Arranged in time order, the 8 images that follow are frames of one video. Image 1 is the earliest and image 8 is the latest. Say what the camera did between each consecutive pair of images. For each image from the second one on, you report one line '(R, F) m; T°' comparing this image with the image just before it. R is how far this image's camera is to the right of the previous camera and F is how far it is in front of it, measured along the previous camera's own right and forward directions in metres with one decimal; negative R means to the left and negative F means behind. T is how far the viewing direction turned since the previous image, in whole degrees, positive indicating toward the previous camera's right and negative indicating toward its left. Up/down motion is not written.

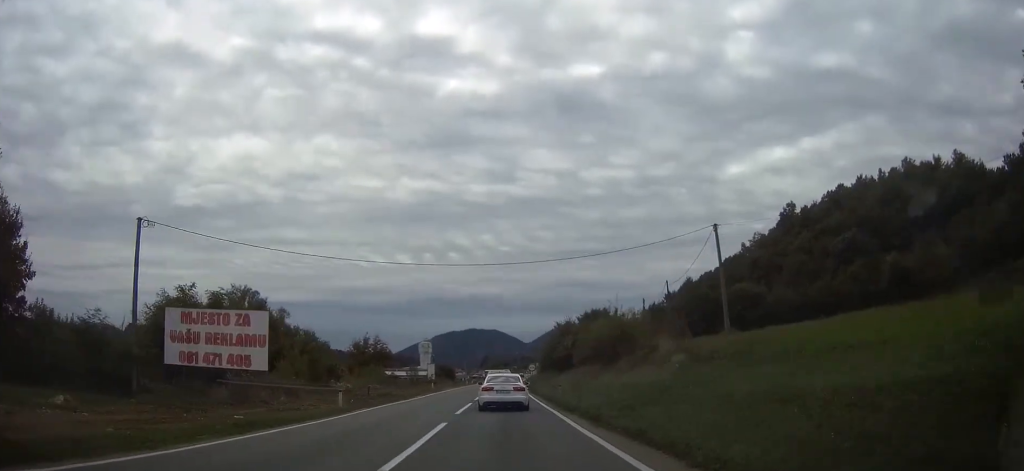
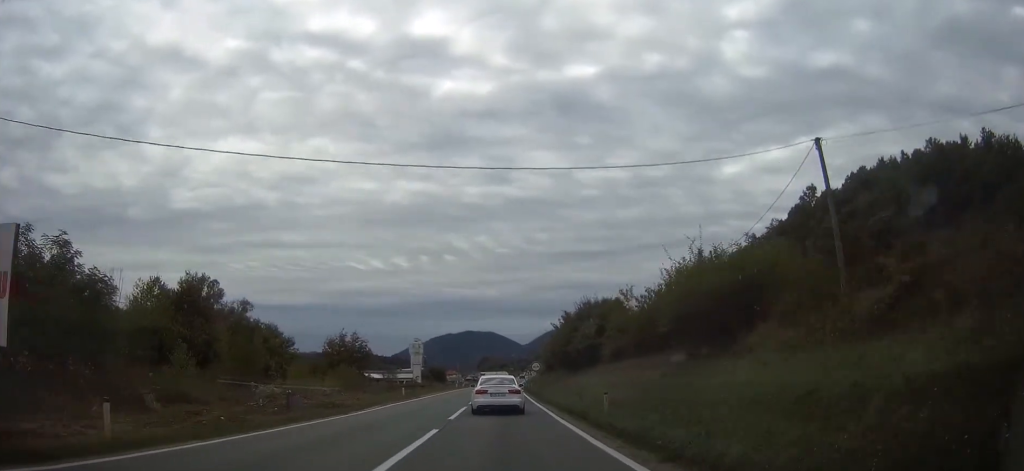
(0.0, +17.0) m; 0°
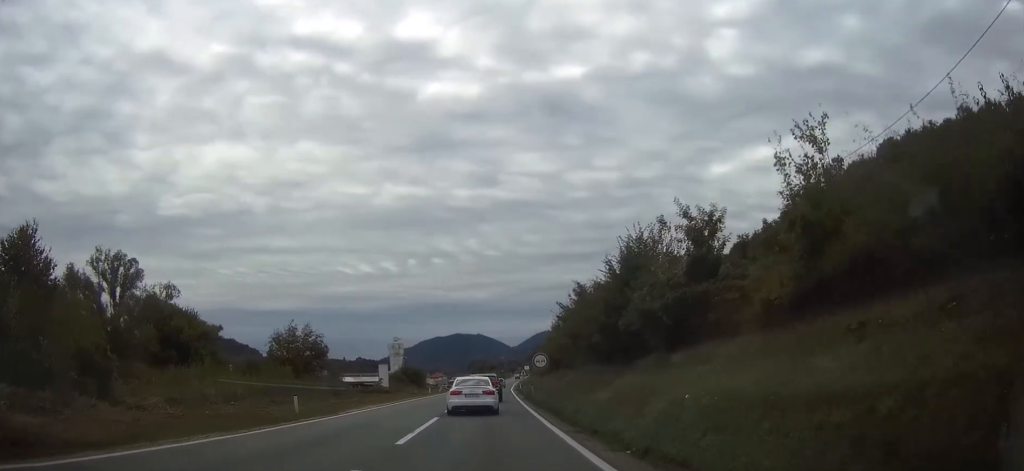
(0.0, +22.8) m; 0°
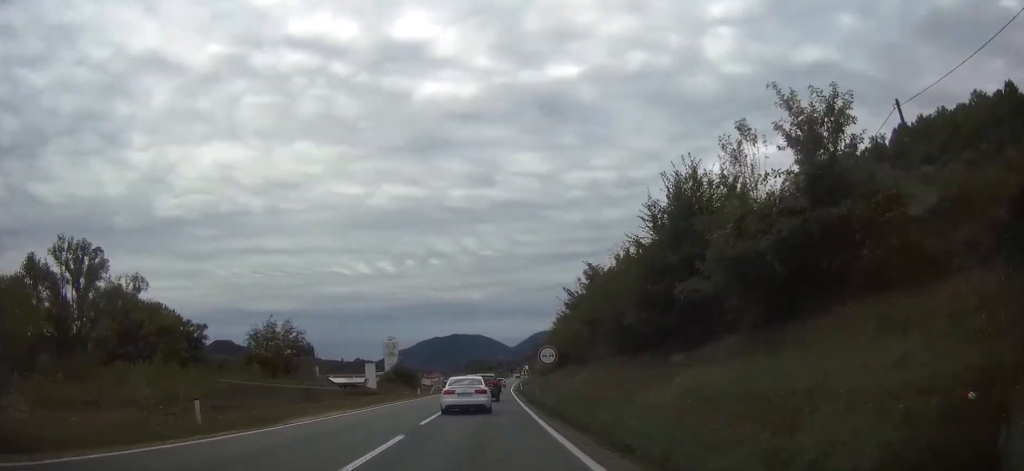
(0.0, +8.0) m; 0°
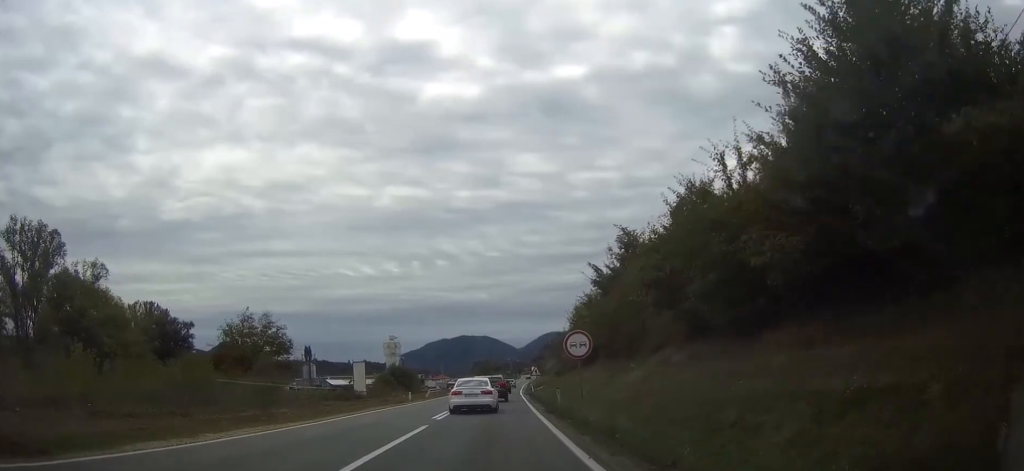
(+0.1, +10.5) m; 0°
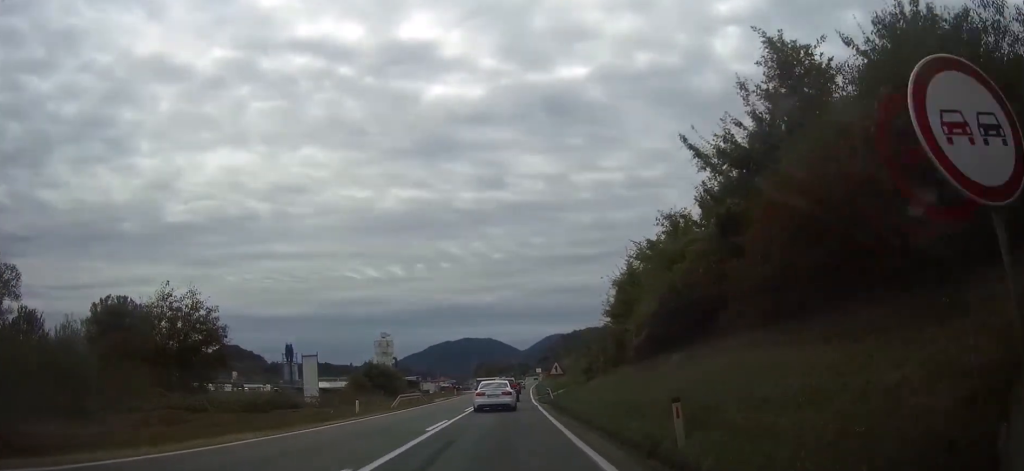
(-0.2, +19.8) m; 0°
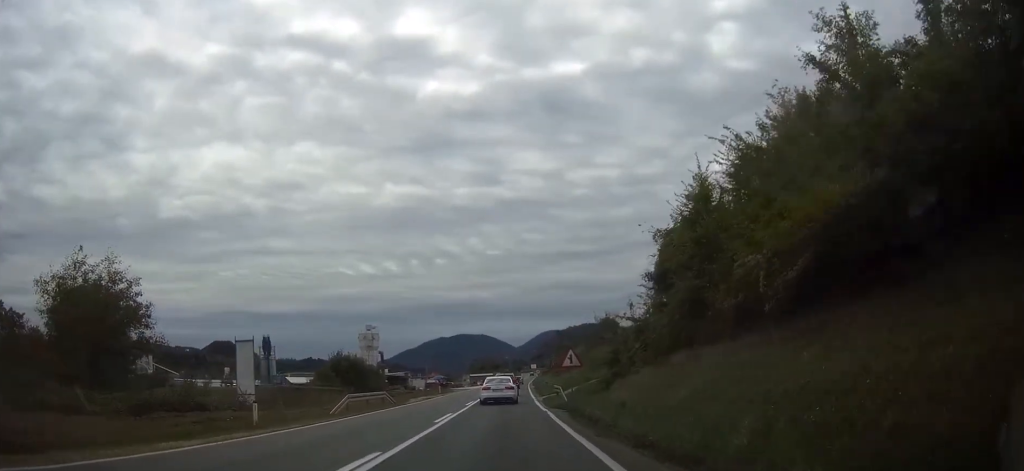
(0.0, +12.7) m; 0°
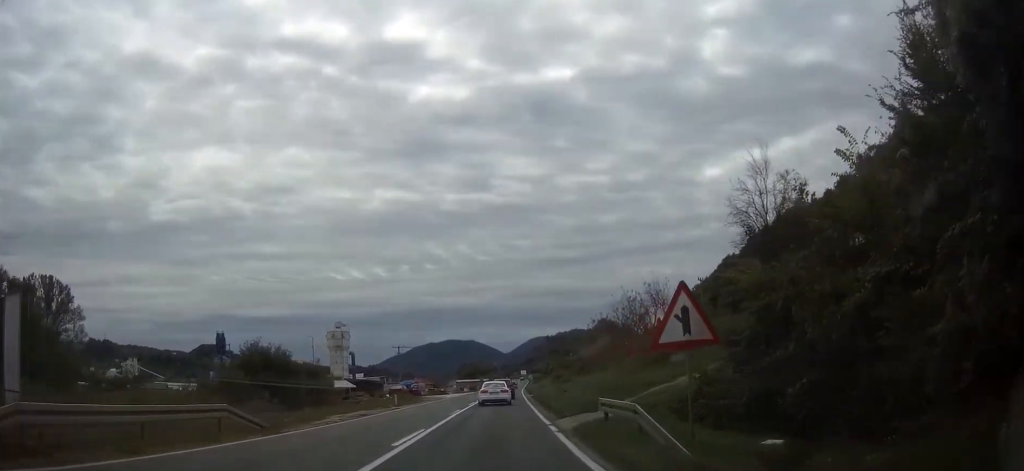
(+0.1, +20.8) m; +1°
